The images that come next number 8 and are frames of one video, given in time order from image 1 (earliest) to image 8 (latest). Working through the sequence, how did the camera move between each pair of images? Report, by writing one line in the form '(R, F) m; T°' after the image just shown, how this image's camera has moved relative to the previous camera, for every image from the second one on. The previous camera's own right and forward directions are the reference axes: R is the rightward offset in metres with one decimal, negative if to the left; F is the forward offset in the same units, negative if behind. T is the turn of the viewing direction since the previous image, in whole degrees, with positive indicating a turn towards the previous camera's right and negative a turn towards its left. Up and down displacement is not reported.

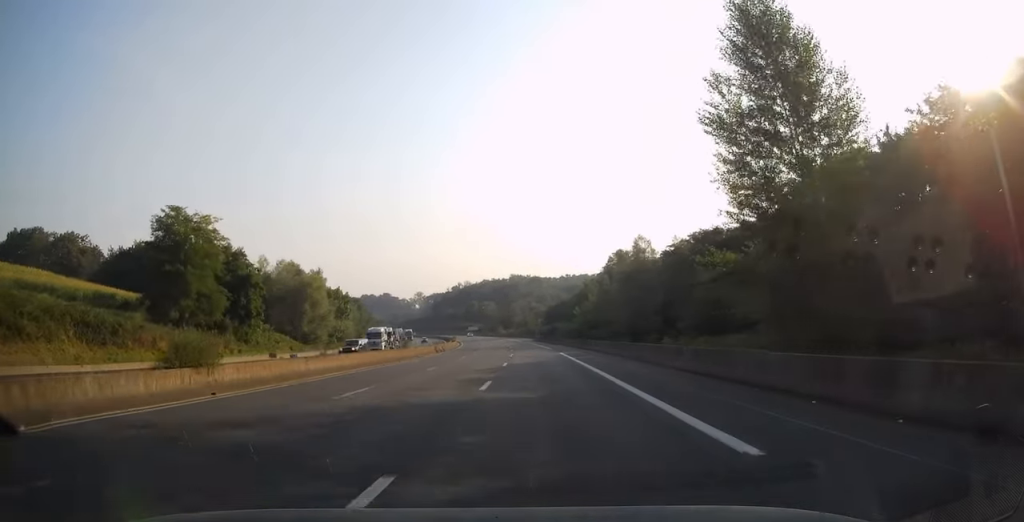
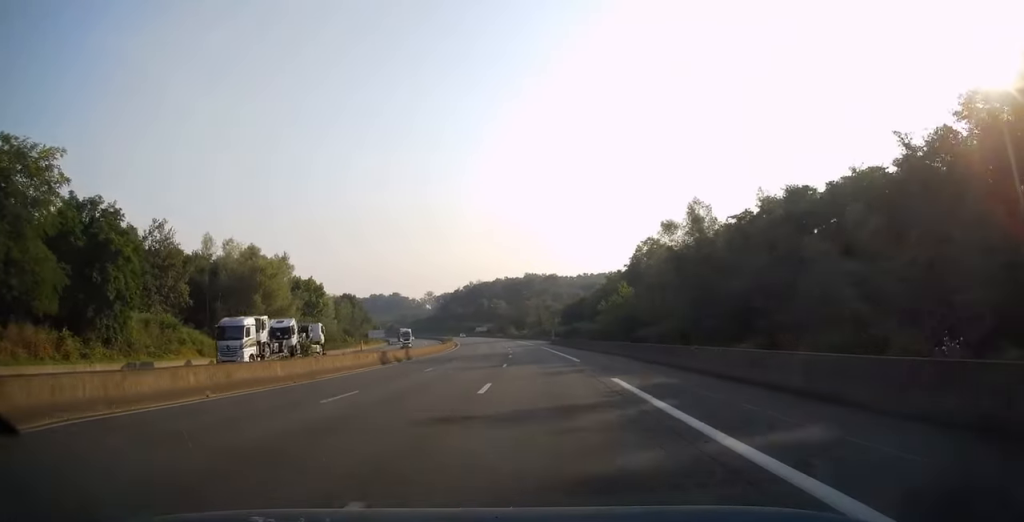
(-0.1, +27.0) m; -1°
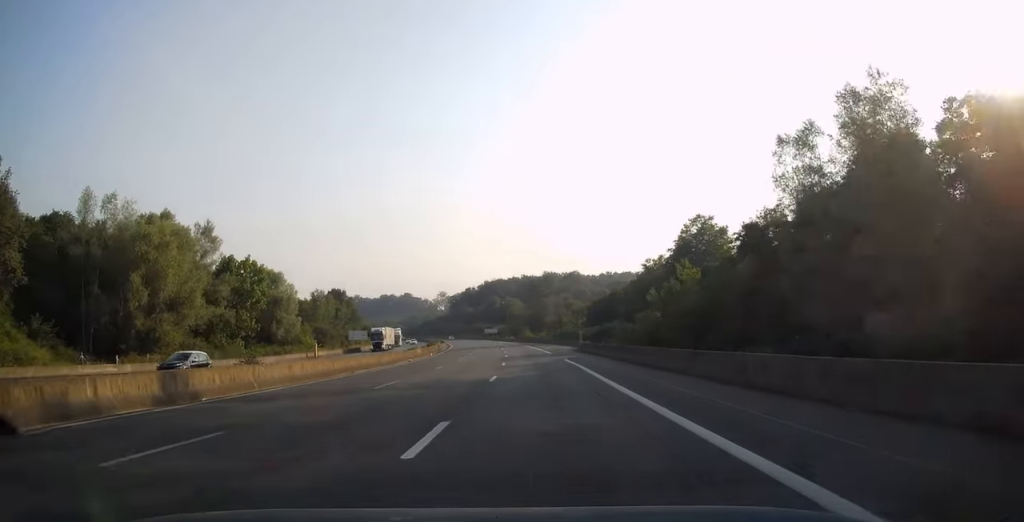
(-0.5, +33.7) m; -2°
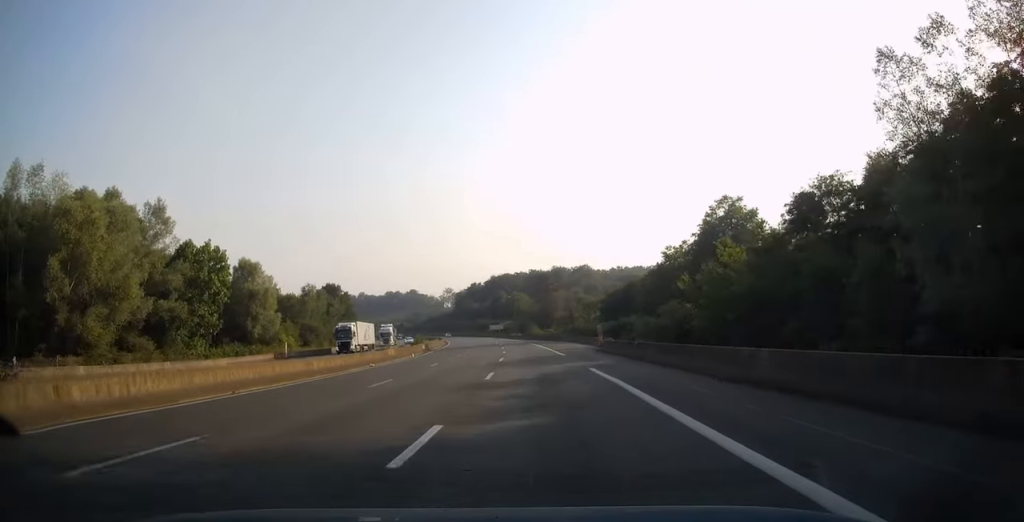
(-0.2, +13.7) m; -1°
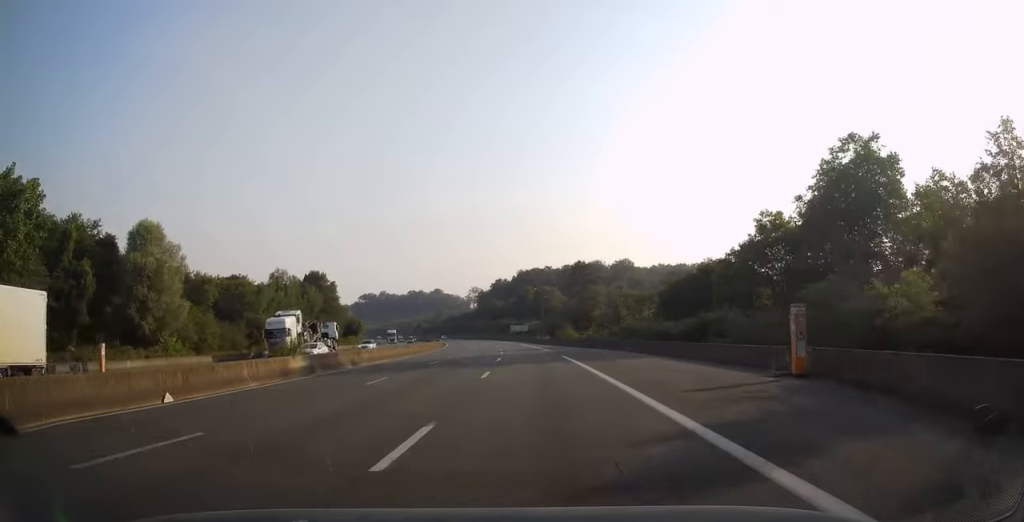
(-0.7, +39.1) m; -3°
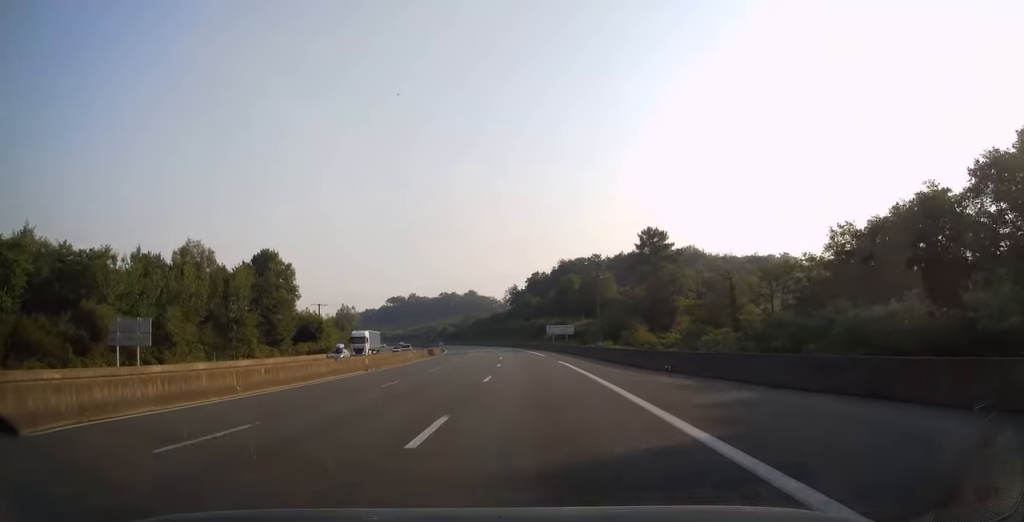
(-2.1, +50.4) m; -4°
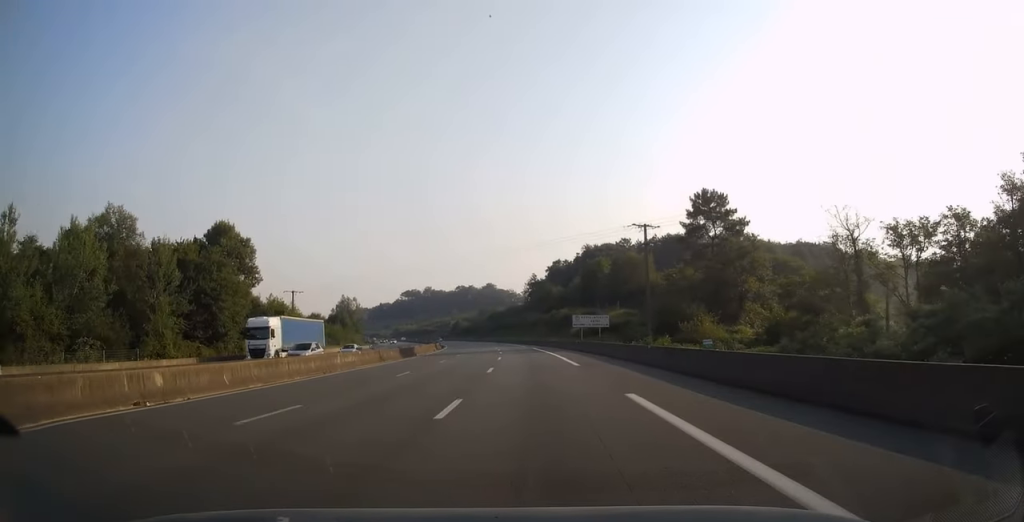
(-0.4, +23.5) m; -2°
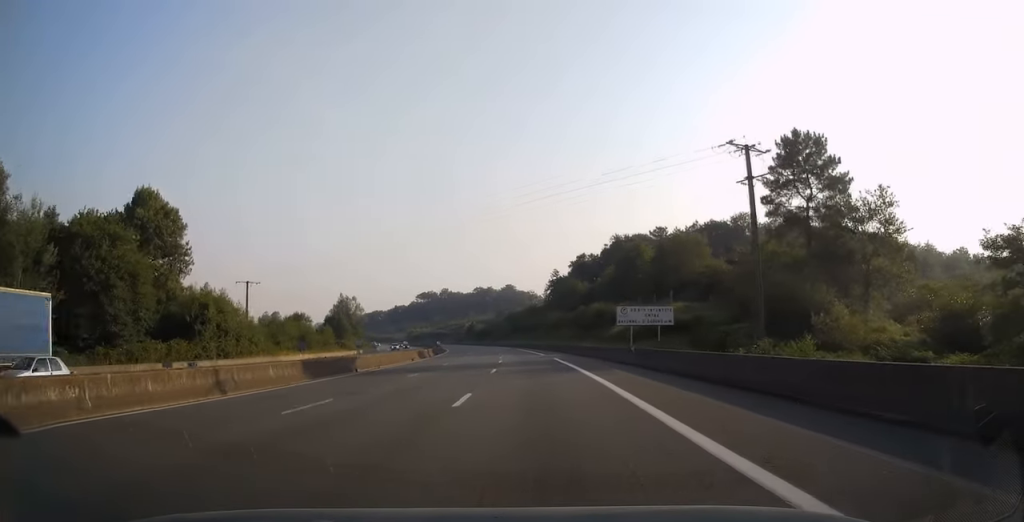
(-0.4, +24.0) m; -2°
